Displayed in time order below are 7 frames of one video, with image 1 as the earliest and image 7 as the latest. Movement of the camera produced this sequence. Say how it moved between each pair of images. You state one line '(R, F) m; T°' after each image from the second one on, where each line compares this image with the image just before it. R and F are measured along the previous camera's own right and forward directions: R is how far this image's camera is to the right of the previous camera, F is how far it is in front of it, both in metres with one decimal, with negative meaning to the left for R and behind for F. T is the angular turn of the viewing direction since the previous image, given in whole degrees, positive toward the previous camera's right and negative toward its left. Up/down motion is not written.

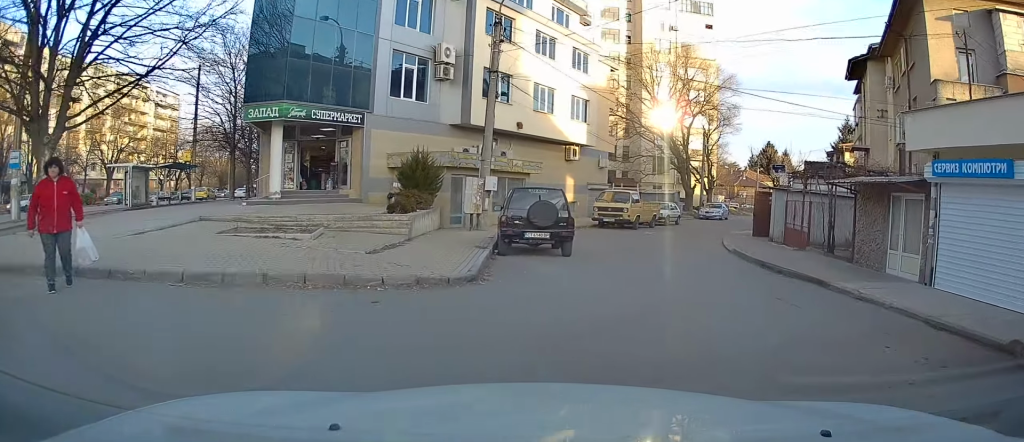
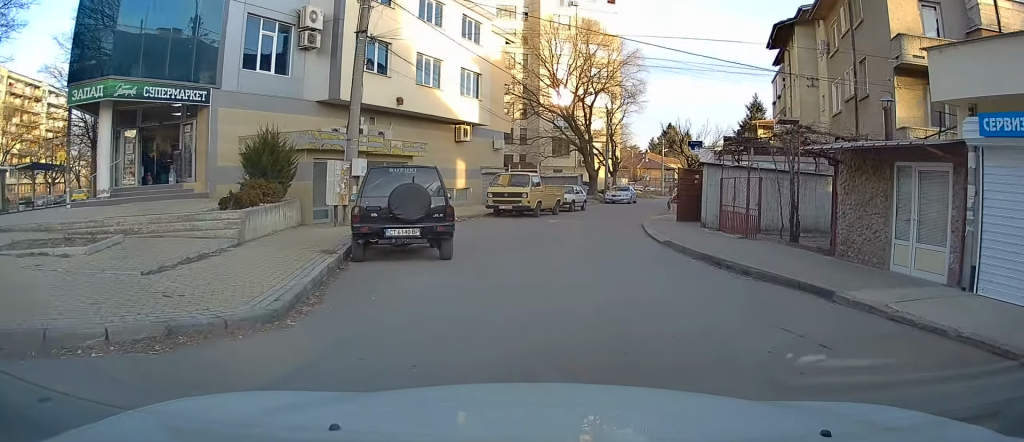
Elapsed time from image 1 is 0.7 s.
(-0.1, +3.5) m; +6°
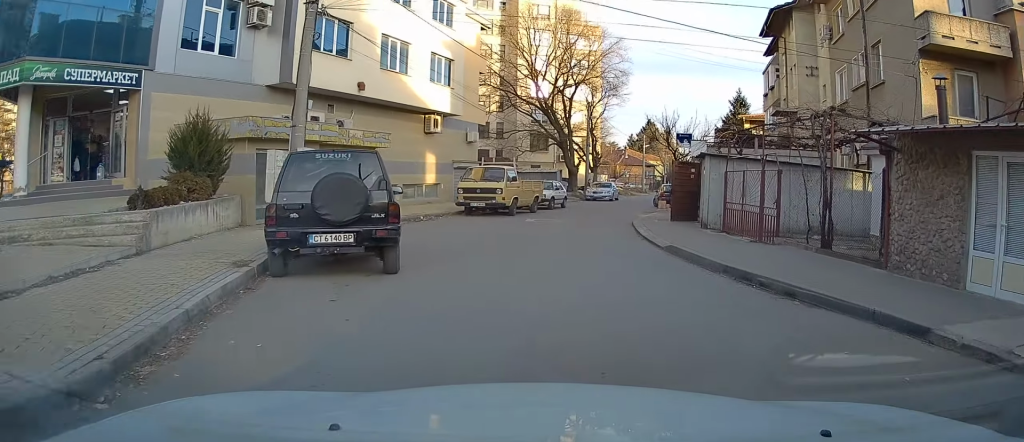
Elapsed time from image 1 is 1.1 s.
(+0.2, +2.3) m; +5°
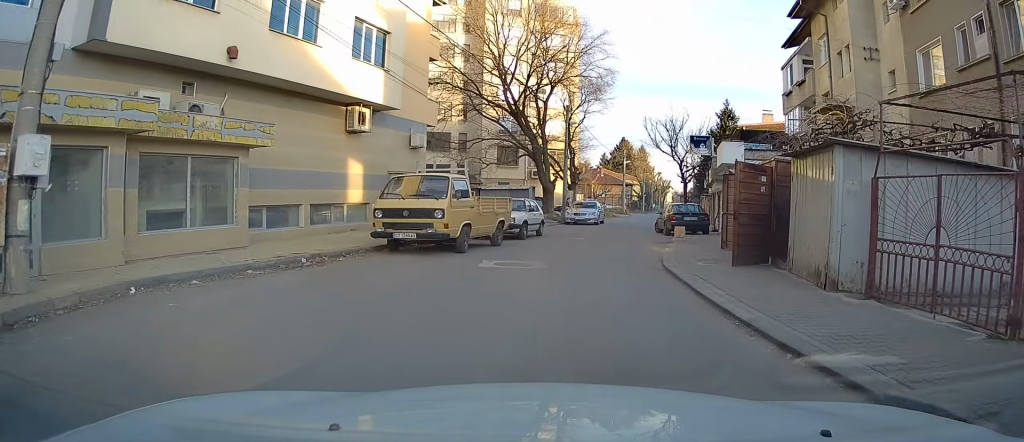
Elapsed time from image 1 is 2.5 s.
(+1.1, +8.0) m; +10°
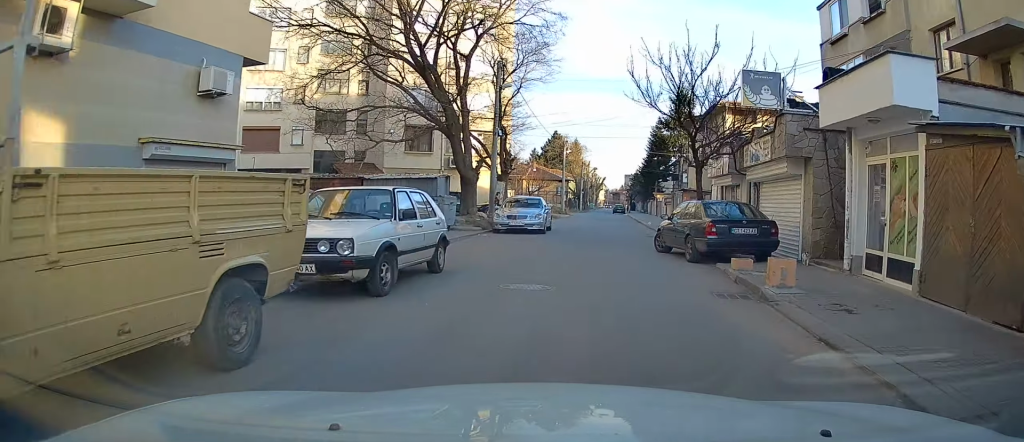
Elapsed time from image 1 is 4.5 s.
(+0.7, +12.7) m; +7°
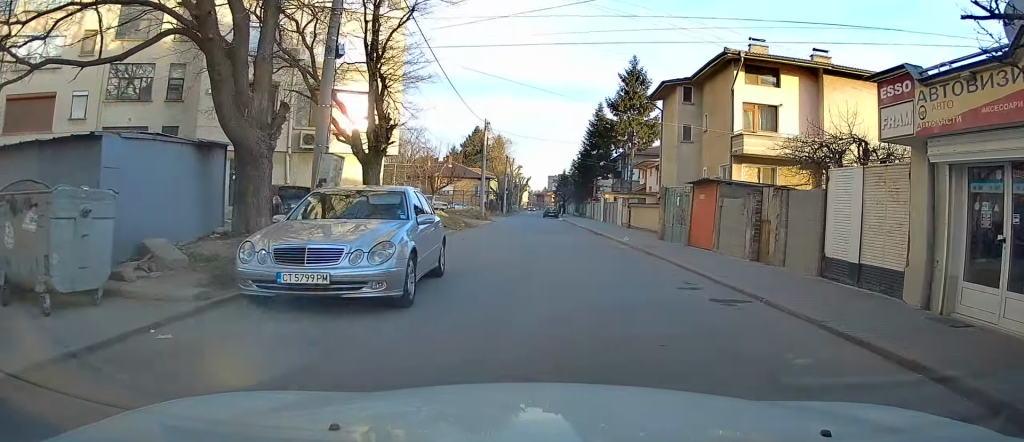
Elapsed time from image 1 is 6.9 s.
(+1.0, +14.9) m; +8°
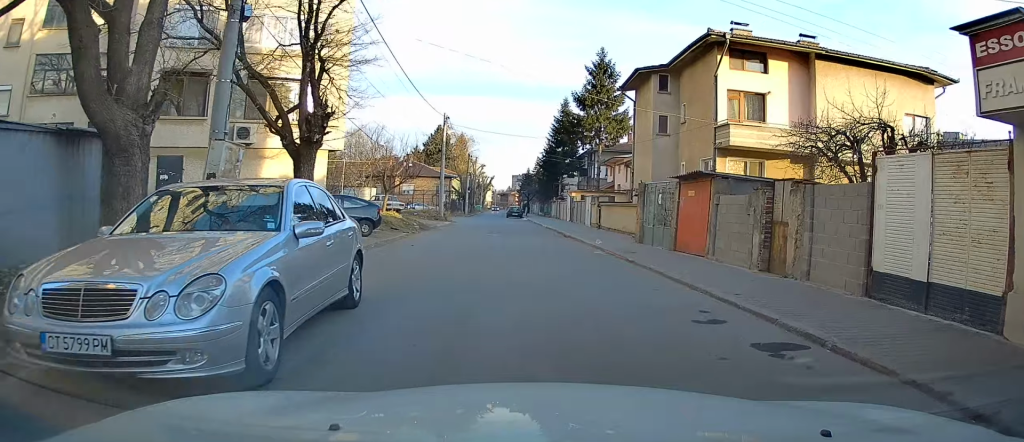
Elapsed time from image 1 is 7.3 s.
(+0.1, +2.8) m; +1°
